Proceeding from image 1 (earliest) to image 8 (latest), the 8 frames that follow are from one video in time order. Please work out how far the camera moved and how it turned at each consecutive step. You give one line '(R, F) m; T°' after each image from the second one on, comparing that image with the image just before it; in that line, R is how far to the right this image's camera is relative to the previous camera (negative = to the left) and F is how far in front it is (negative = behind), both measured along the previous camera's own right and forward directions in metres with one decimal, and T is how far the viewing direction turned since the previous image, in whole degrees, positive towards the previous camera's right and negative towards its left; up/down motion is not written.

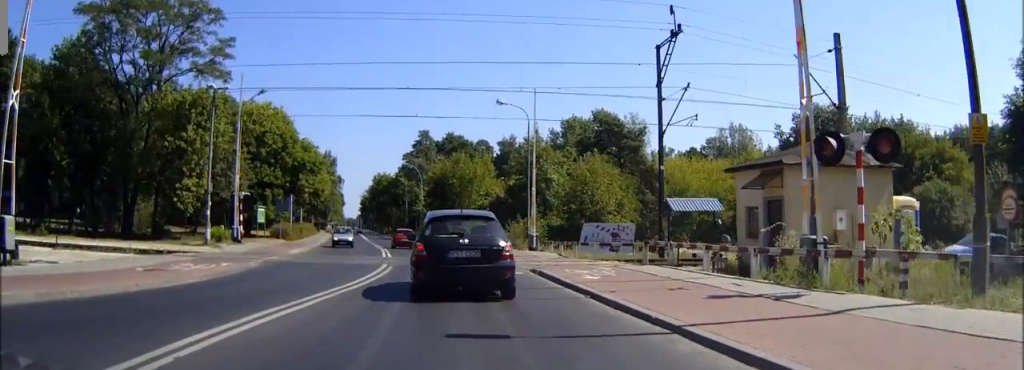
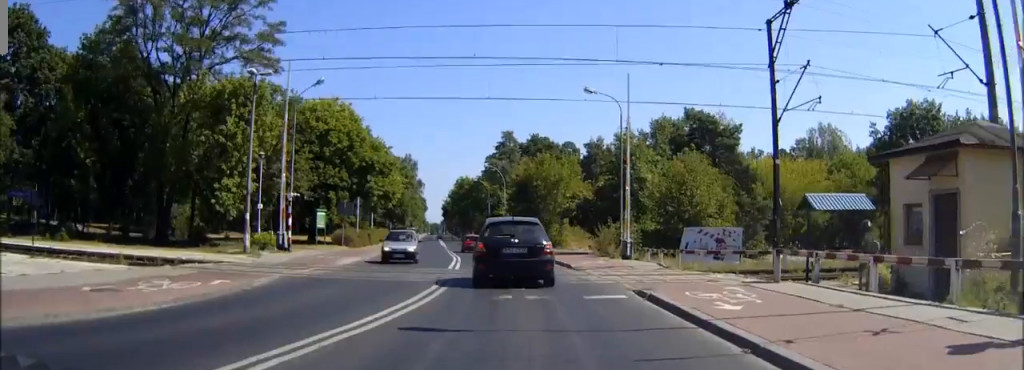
(-0.3, +5.2) m; -6°
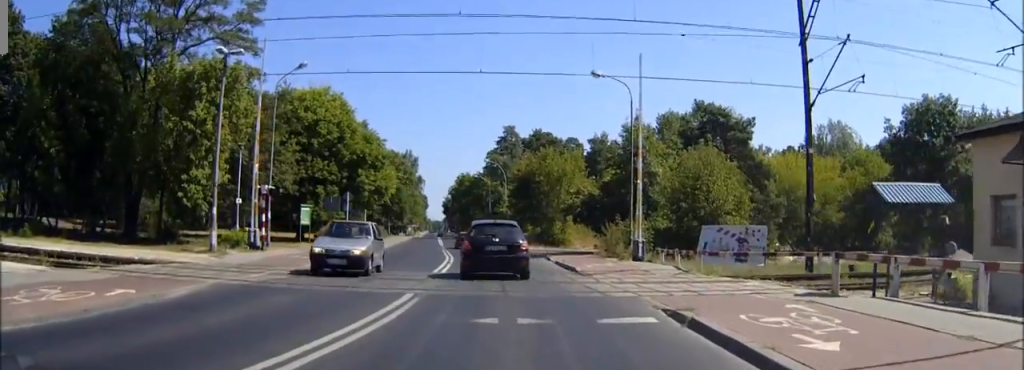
(-0.2, +3.7) m; -3°
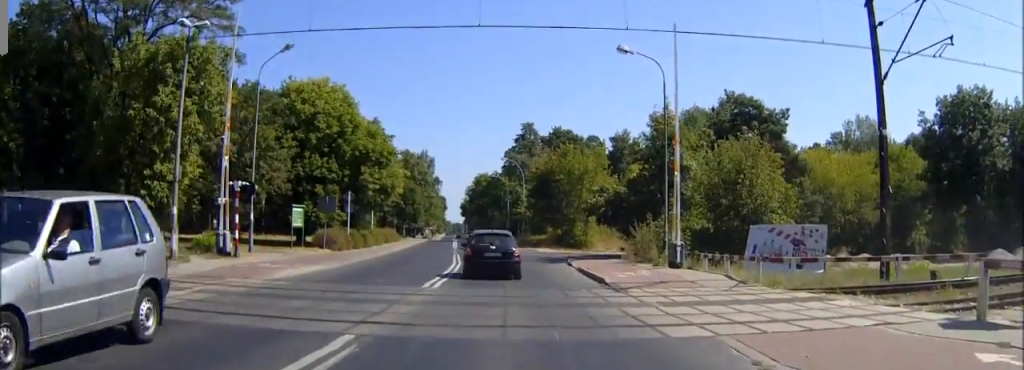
(-0.1, +4.8) m; -2°
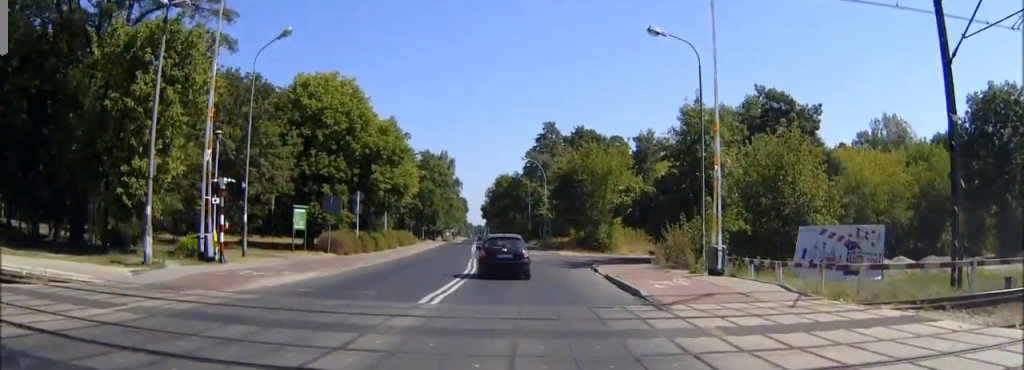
(0.0, +3.2) m; -1°
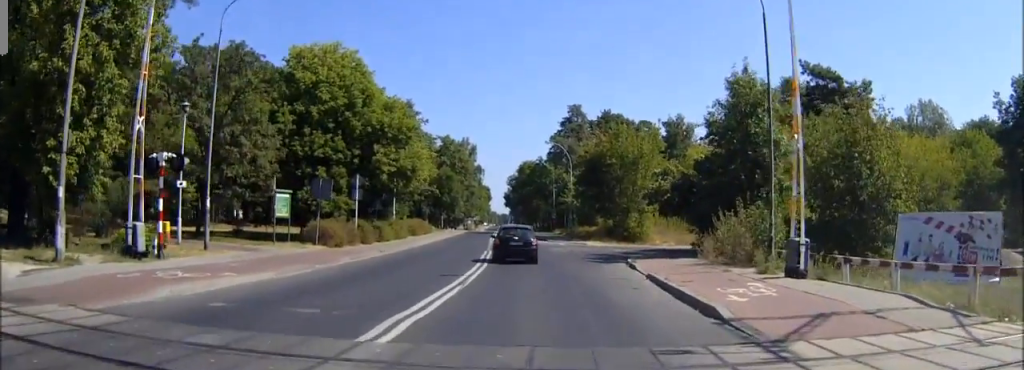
(0.0, +5.9) m; -1°
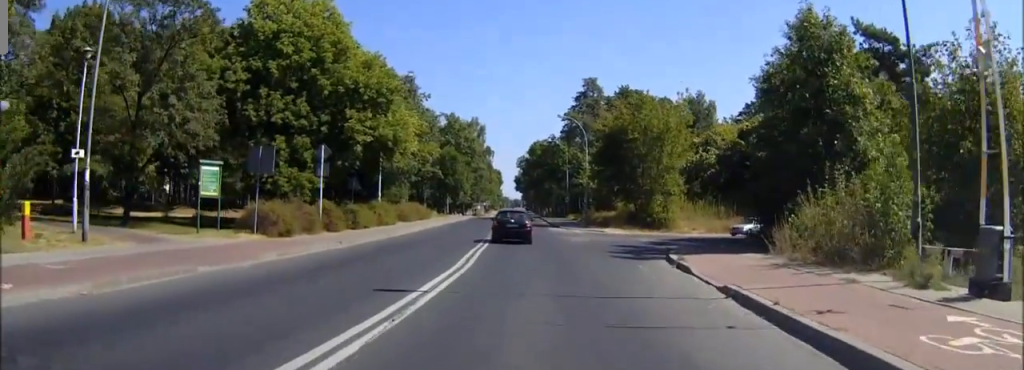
(-0.1, +8.5) m; -1°
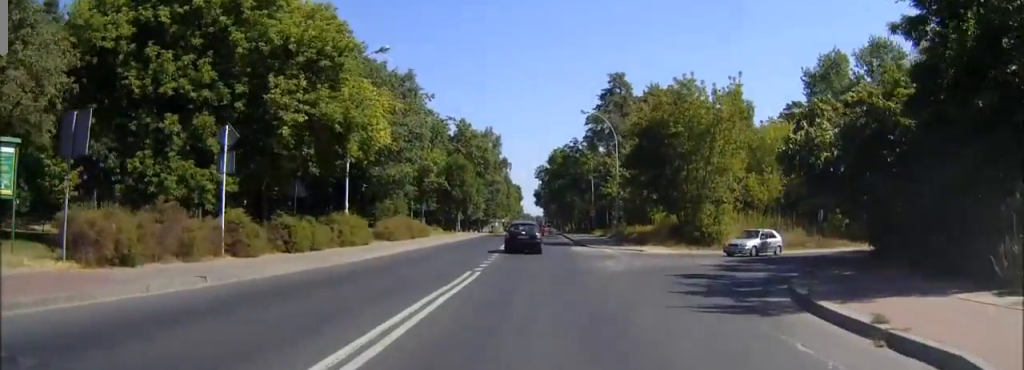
(-0.2, +11.8) m; -2°
